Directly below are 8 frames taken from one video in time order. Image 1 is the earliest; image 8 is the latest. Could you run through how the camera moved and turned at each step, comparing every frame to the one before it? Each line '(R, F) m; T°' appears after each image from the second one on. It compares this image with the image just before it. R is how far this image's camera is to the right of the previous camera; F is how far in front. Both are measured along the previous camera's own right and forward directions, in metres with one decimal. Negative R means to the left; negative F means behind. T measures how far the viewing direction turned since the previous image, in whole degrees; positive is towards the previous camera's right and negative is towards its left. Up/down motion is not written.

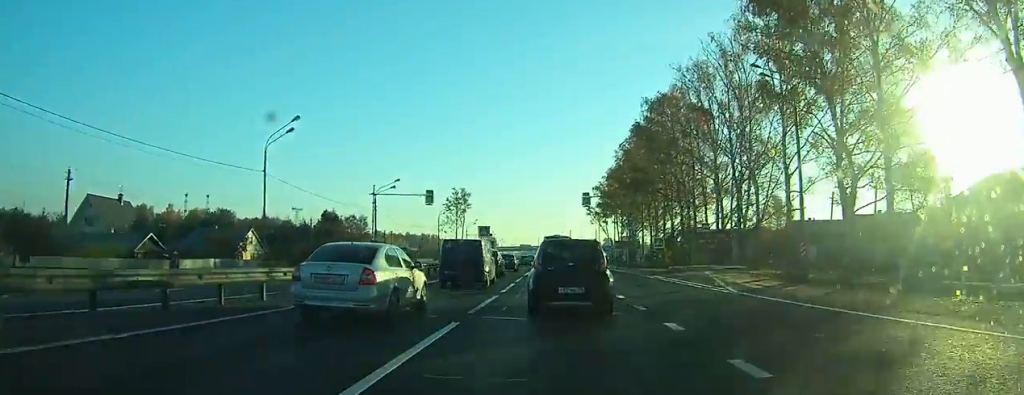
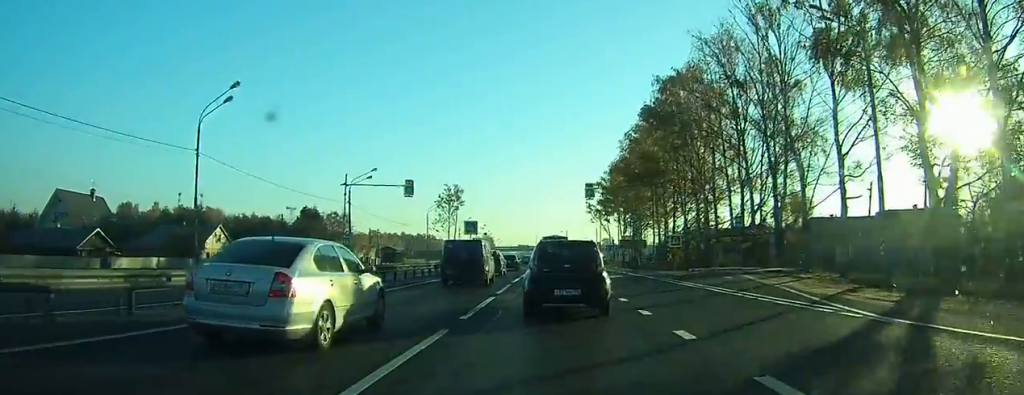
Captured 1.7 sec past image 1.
(-0.4, +9.1) m; -3°
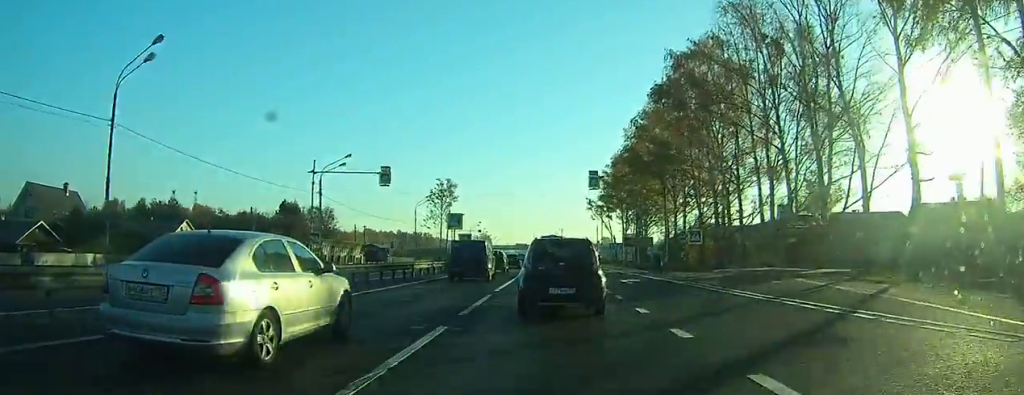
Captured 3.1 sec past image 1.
(-0.1, +7.3) m; -1°
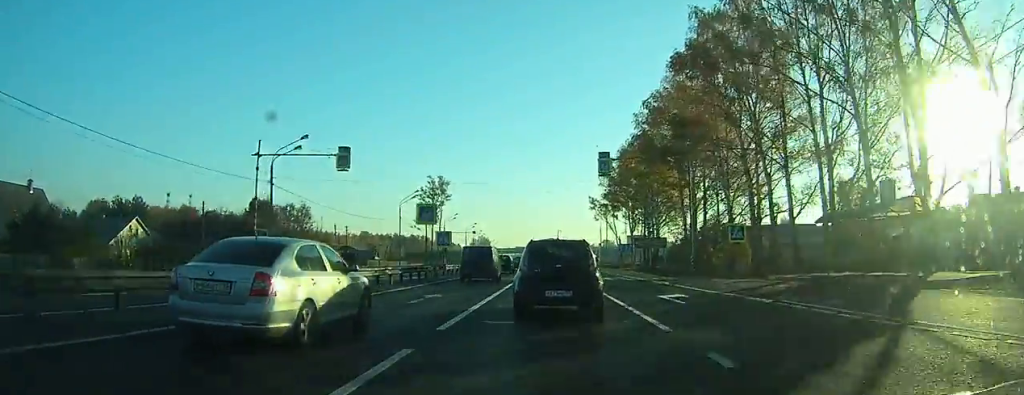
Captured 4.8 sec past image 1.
(-0.1, +9.6) m; 0°
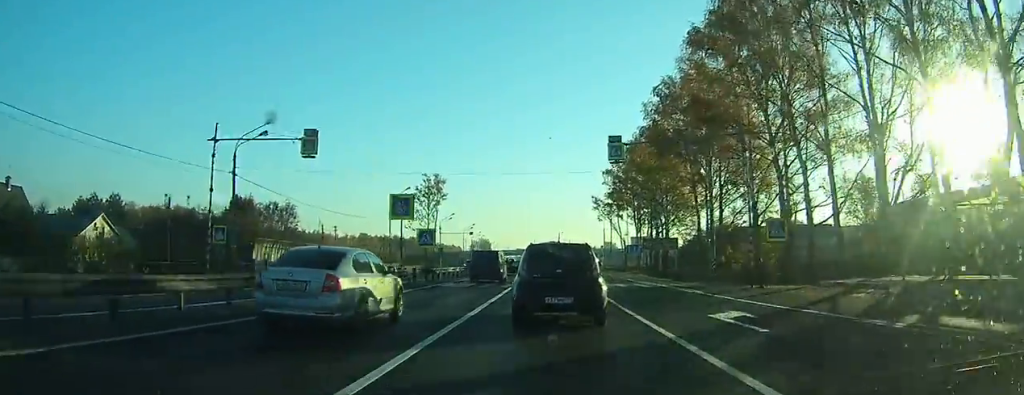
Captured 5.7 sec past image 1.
(0.0, +5.4) m; 0°
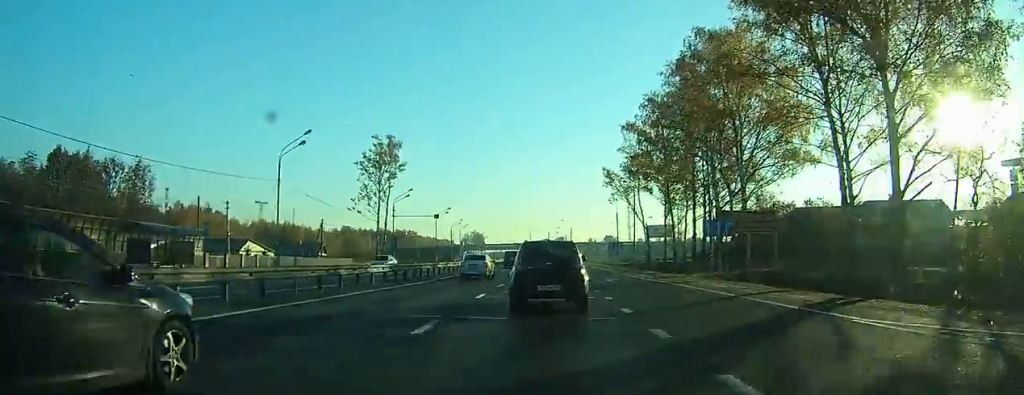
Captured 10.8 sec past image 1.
(-0.2, +31.5) m; 0°
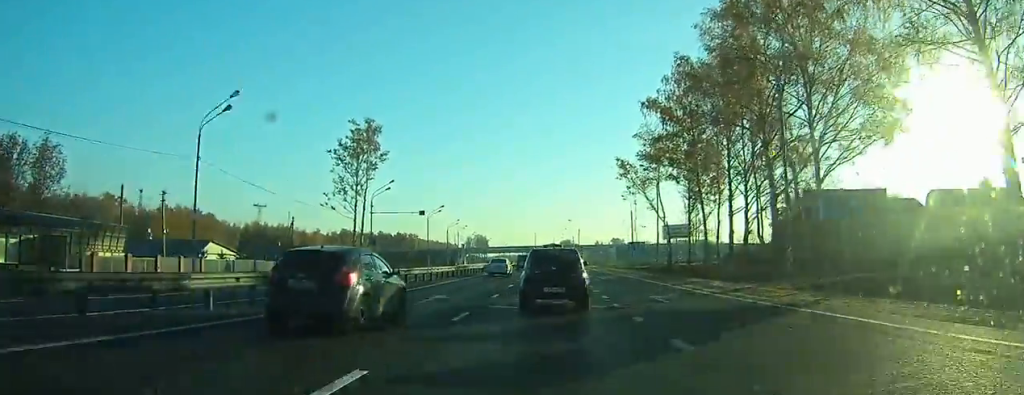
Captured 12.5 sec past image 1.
(0.0, +11.8) m; 0°
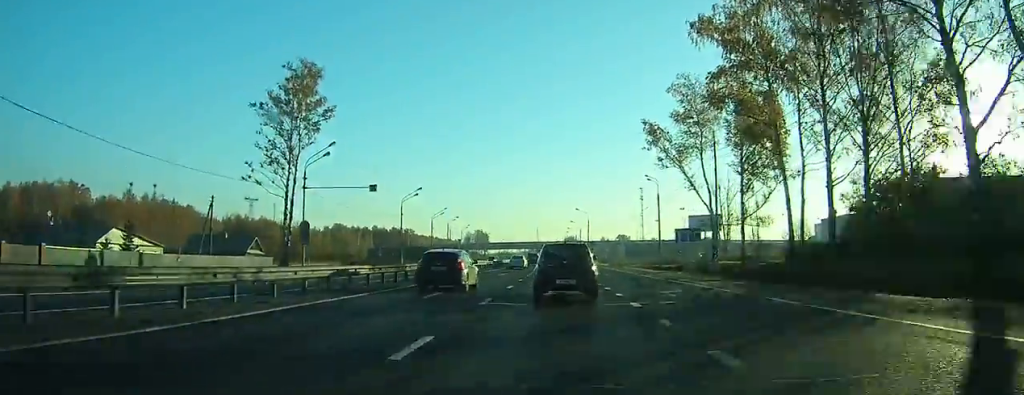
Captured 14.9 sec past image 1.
(+0.1, +19.1) m; +1°
